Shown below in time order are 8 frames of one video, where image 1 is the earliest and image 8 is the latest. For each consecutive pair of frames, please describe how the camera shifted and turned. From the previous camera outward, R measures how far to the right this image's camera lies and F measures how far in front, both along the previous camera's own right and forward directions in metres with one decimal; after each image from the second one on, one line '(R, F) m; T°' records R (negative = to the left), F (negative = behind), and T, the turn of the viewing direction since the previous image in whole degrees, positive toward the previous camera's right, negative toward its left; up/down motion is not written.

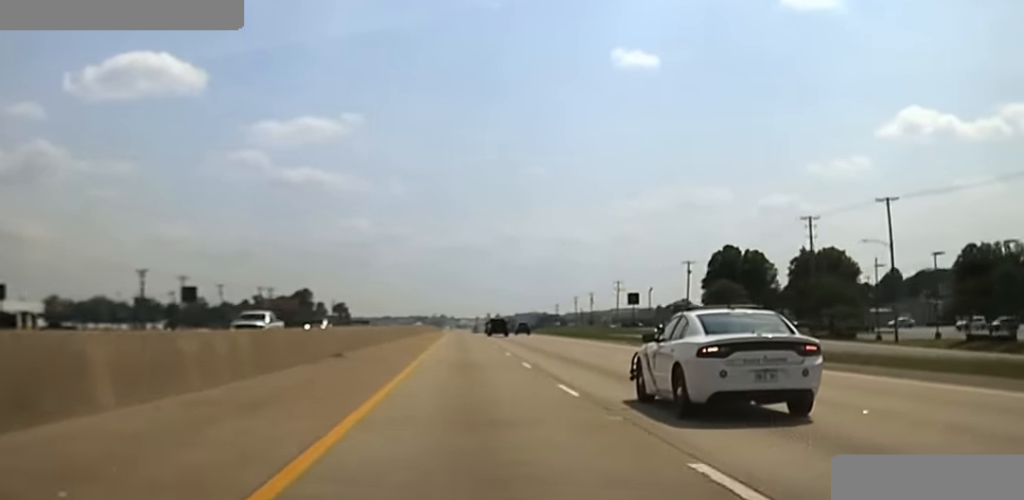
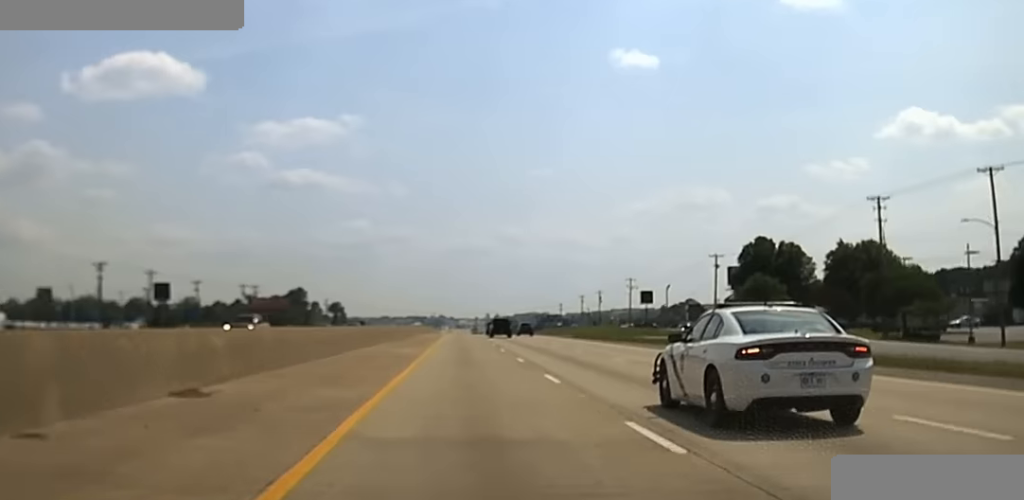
(+0.1, +19.9) m; 0°
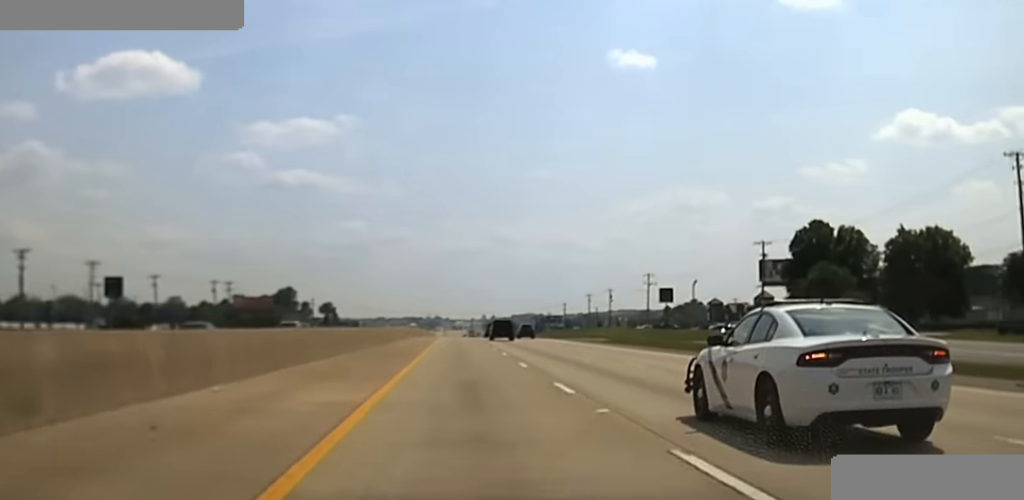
(+0.1, +28.5) m; 0°
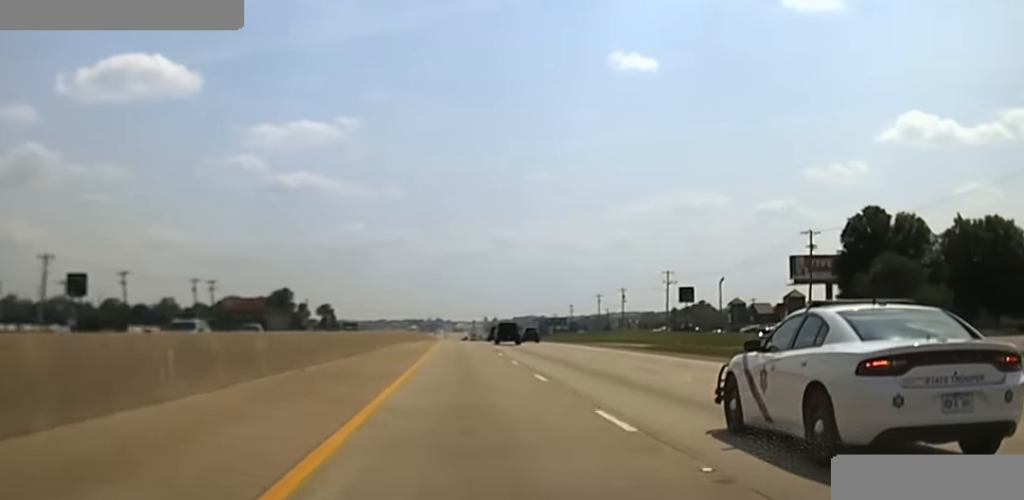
(0.0, +17.3) m; 0°
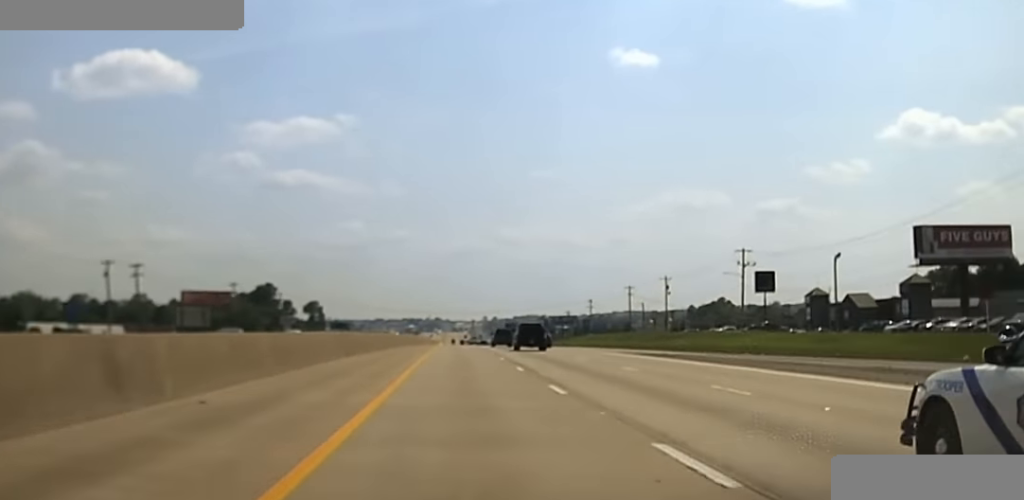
(+0.3, +52.6) m; 0°
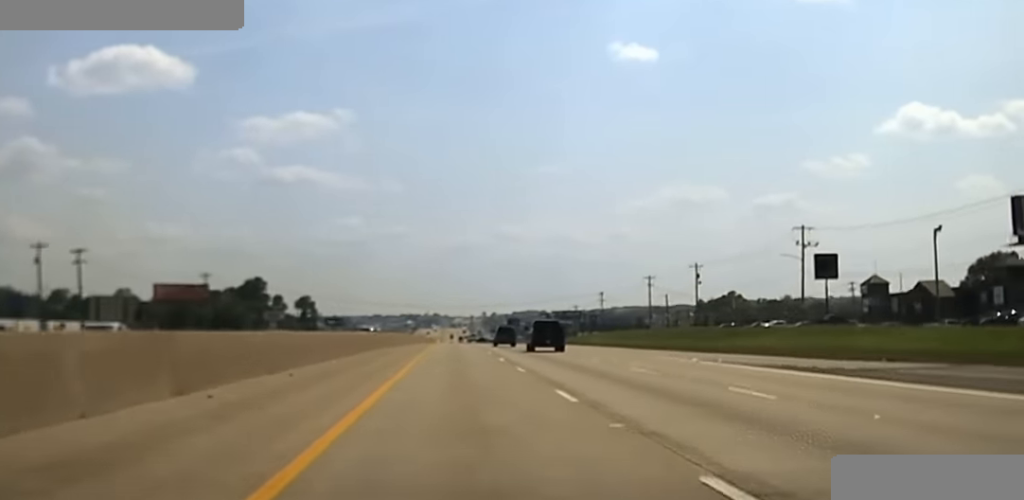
(-0.2, +28.3) m; 0°
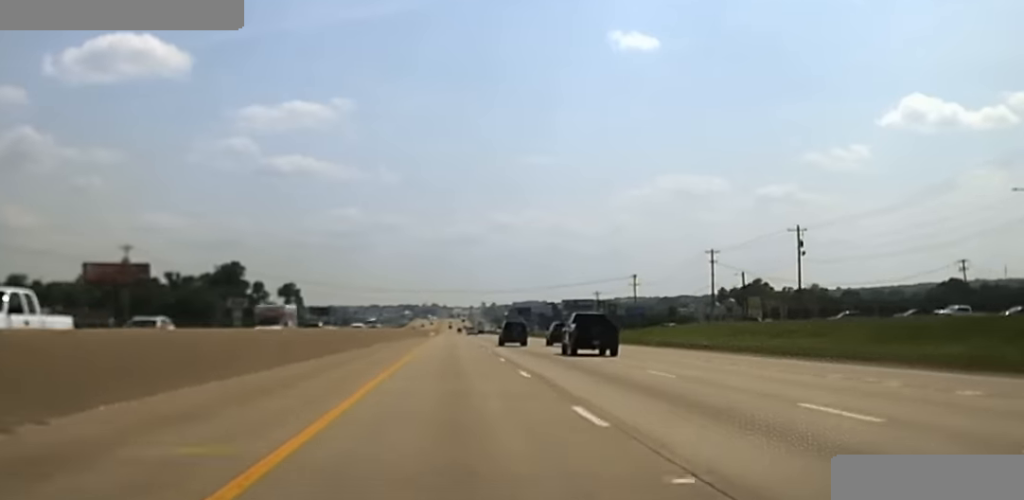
(-0.2, +53.1) m; 0°
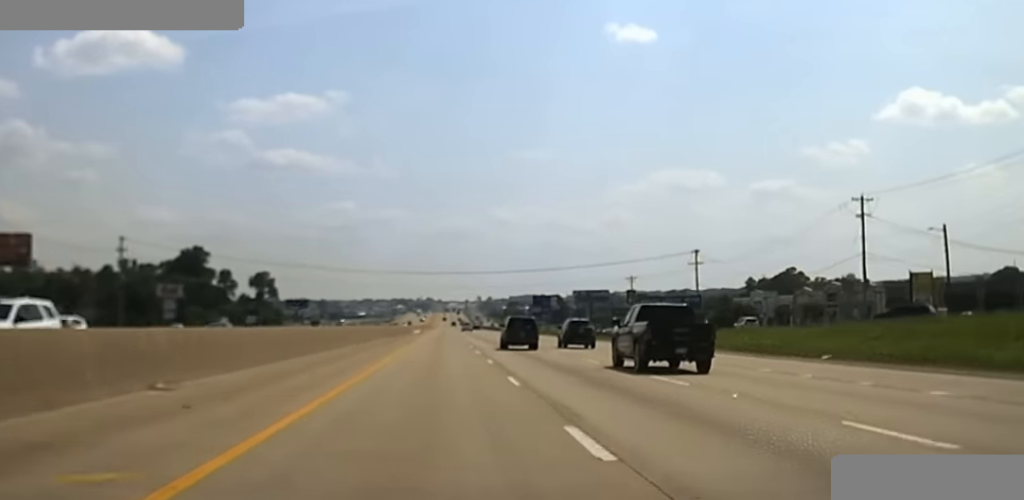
(+0.3, +59.8) m; +1°
